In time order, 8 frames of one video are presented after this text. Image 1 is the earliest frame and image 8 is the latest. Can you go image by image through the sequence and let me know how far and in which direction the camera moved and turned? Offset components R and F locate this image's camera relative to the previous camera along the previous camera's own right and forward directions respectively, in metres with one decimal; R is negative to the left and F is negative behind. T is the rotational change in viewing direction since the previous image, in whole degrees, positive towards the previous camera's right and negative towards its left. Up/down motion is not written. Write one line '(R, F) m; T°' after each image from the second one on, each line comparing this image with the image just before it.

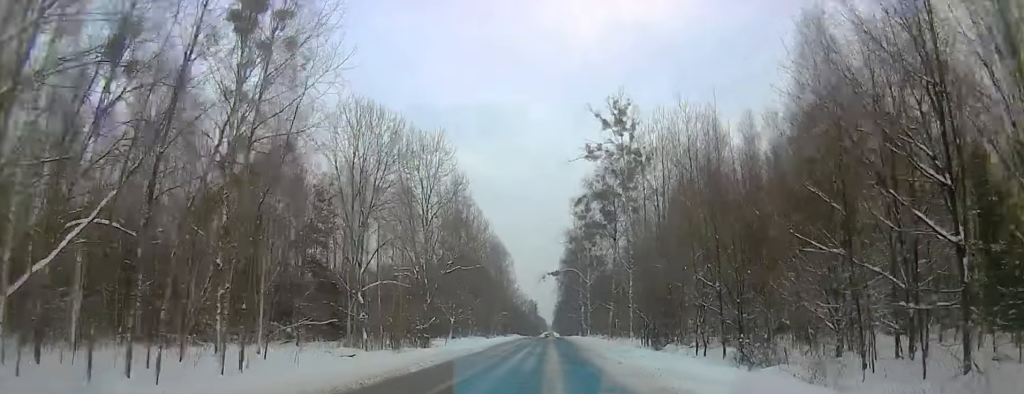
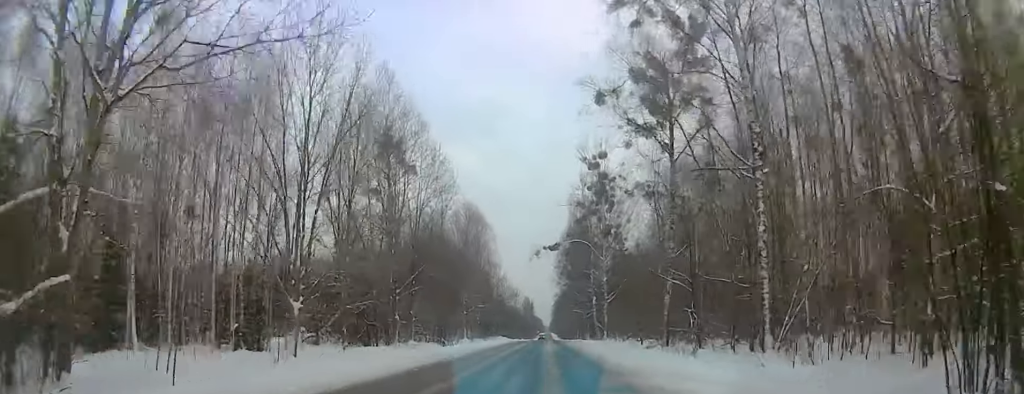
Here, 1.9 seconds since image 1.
(0.0, +36.6) m; 0°
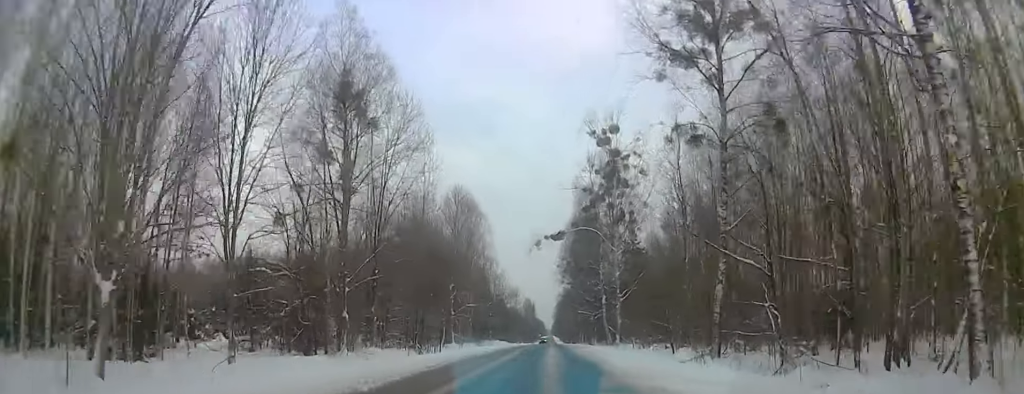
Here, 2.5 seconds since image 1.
(0.0, +10.7) m; 0°
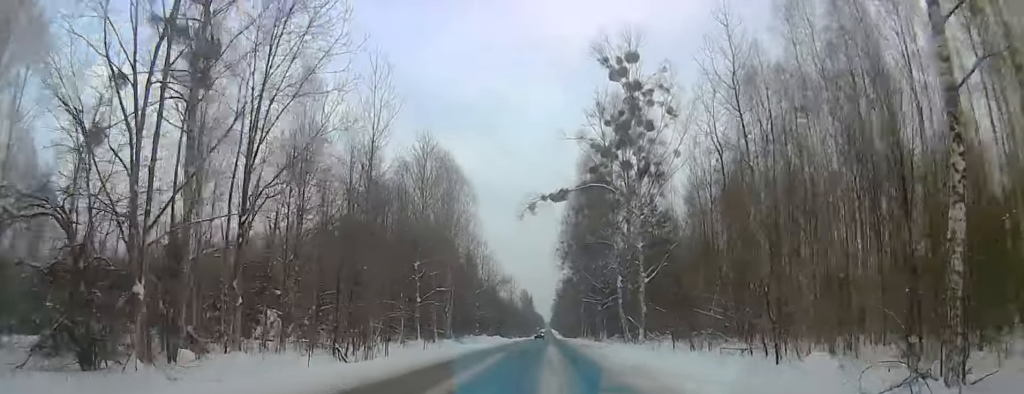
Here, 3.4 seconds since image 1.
(0.0, +17.0) m; 0°
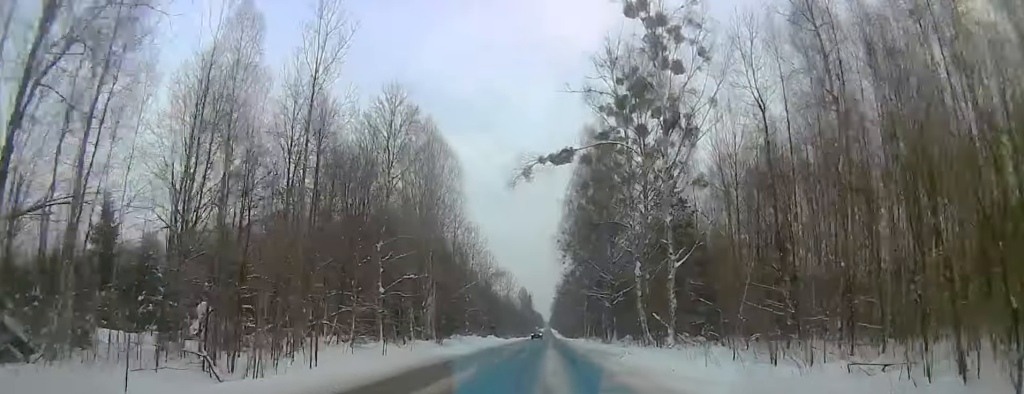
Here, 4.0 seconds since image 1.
(0.0, +11.2) m; 0°
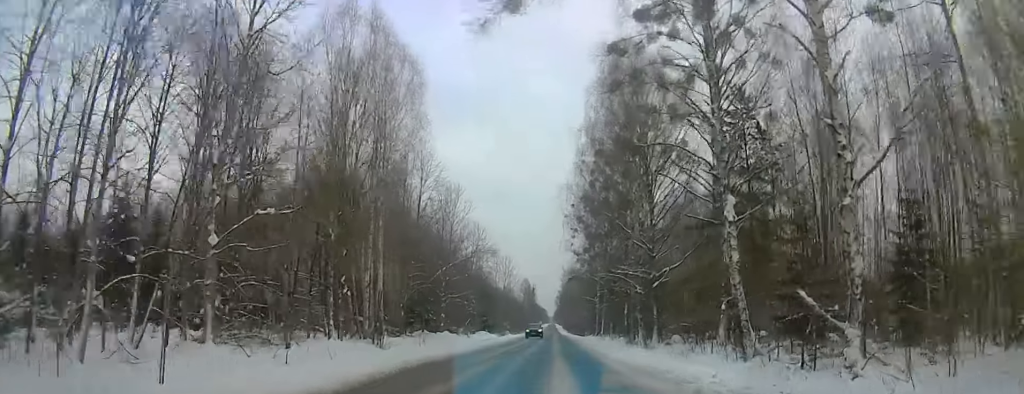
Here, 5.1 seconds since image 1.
(0.0, +20.9) m; 0°
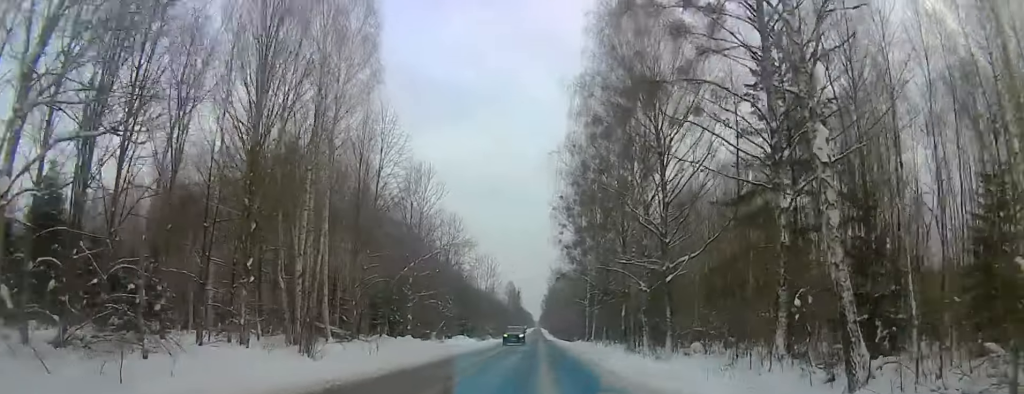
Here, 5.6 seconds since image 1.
(0.0, +8.6) m; 0°
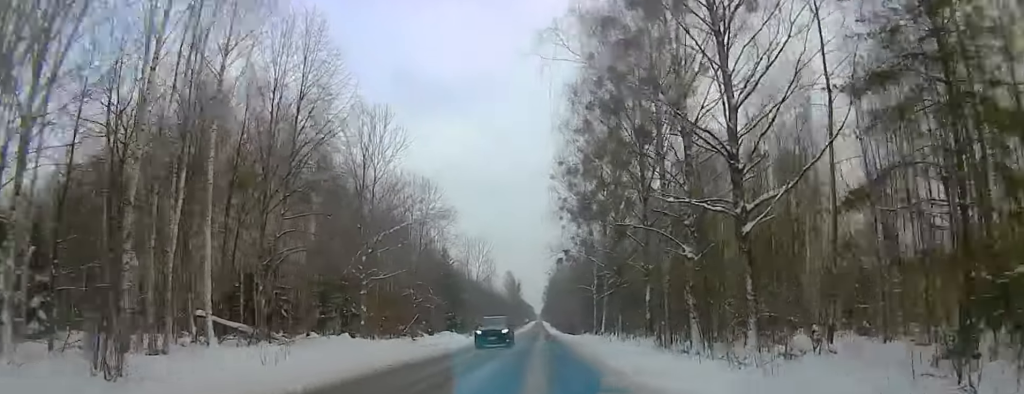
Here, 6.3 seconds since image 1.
(0.0, +12.7) m; 0°
